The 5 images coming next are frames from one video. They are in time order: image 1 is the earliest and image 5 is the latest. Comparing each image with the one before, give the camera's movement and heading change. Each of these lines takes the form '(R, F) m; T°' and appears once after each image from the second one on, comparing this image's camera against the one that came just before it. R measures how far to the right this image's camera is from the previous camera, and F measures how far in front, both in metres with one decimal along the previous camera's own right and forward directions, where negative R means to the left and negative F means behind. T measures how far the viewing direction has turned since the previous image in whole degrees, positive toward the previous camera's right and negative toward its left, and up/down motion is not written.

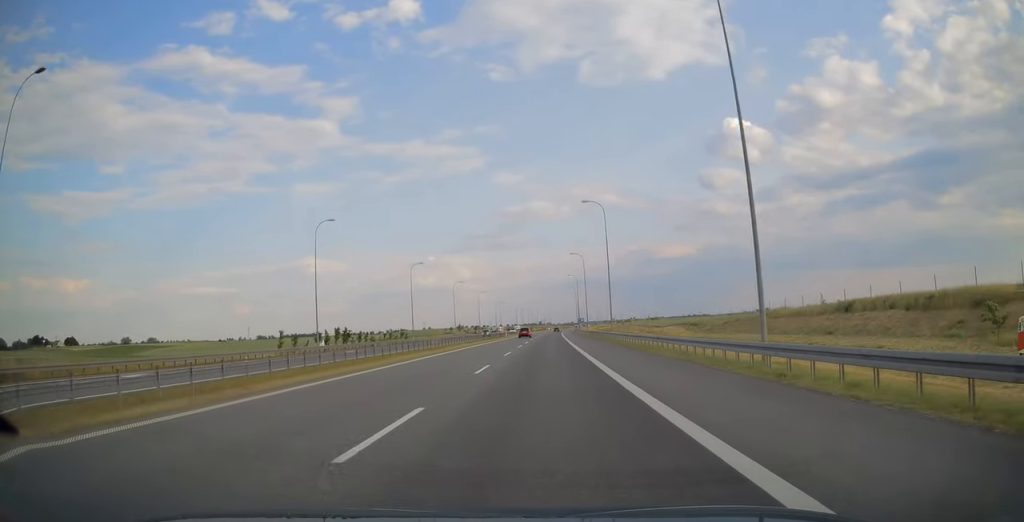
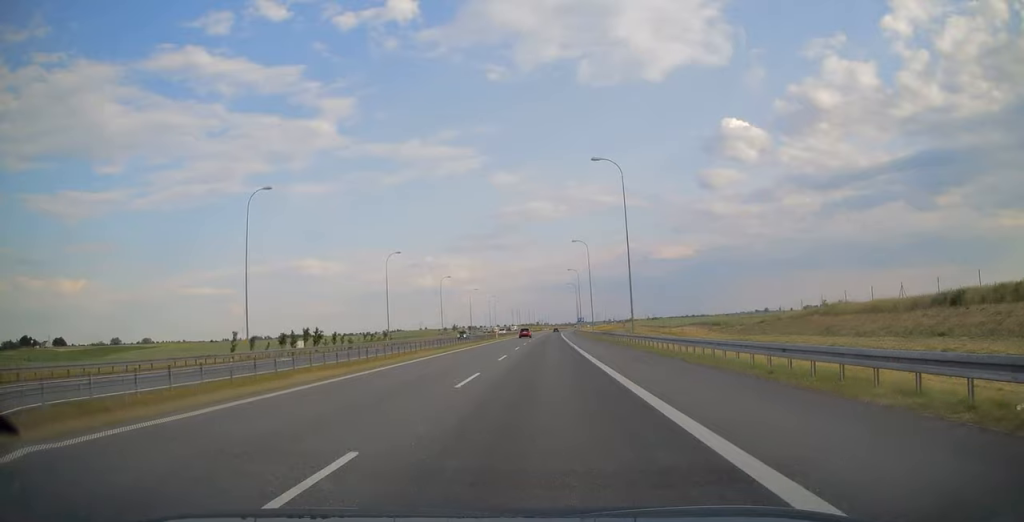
(0.0, +15.8) m; 0°
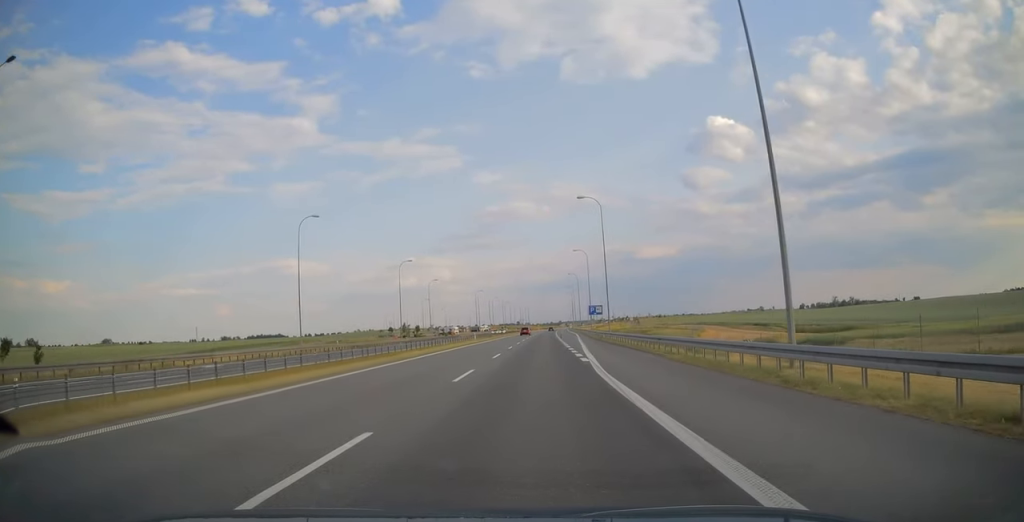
(+1.8, +118.4) m; +2°
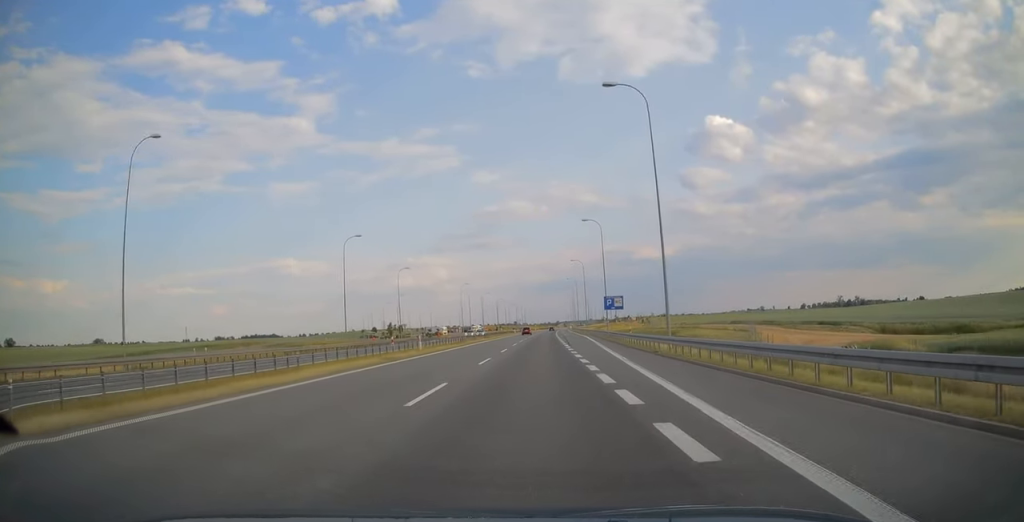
(+0.1, +28.9) m; 0°
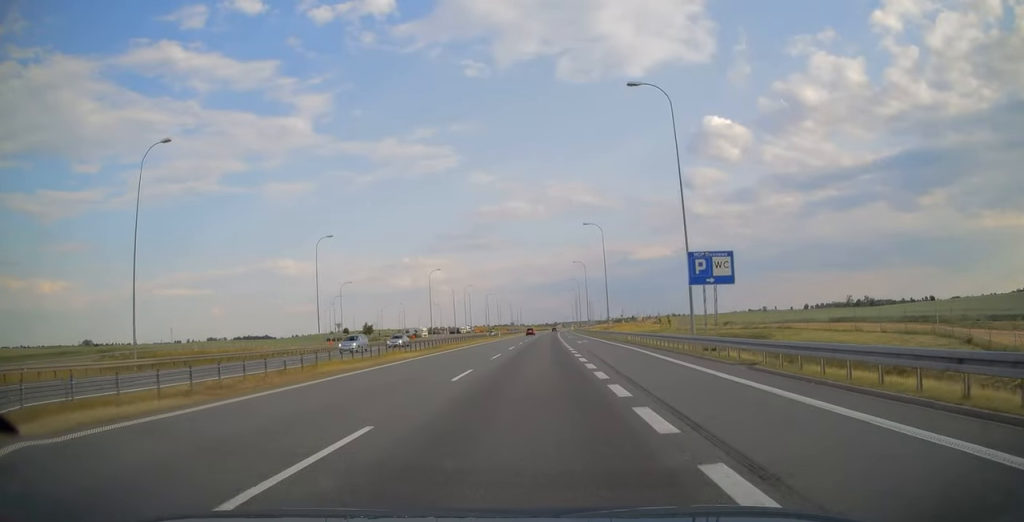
(+0.2, +42.6) m; 0°
